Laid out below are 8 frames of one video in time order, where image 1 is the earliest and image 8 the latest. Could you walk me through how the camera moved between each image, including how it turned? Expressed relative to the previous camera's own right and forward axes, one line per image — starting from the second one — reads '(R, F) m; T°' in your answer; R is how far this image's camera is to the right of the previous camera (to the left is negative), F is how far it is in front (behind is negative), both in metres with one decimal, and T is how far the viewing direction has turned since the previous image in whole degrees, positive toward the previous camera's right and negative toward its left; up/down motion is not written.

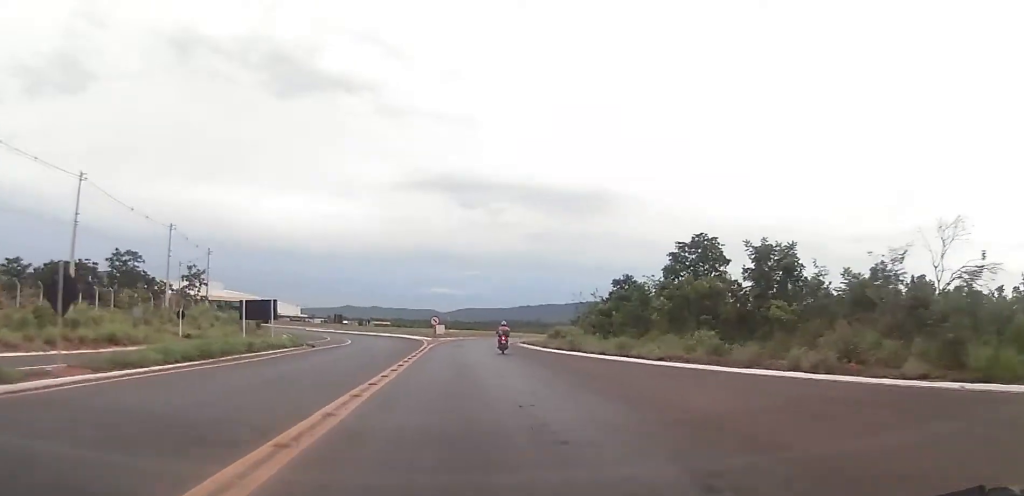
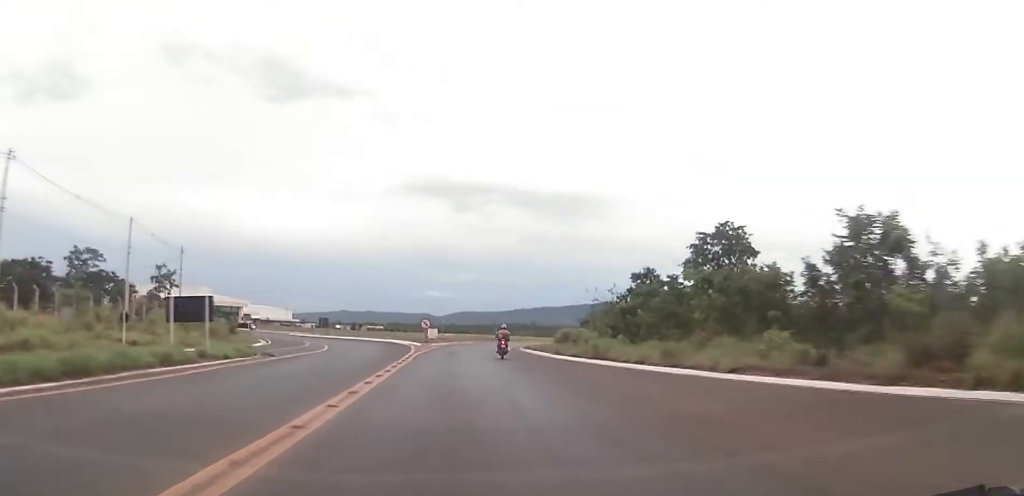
(-0.2, +8.8) m; 0°
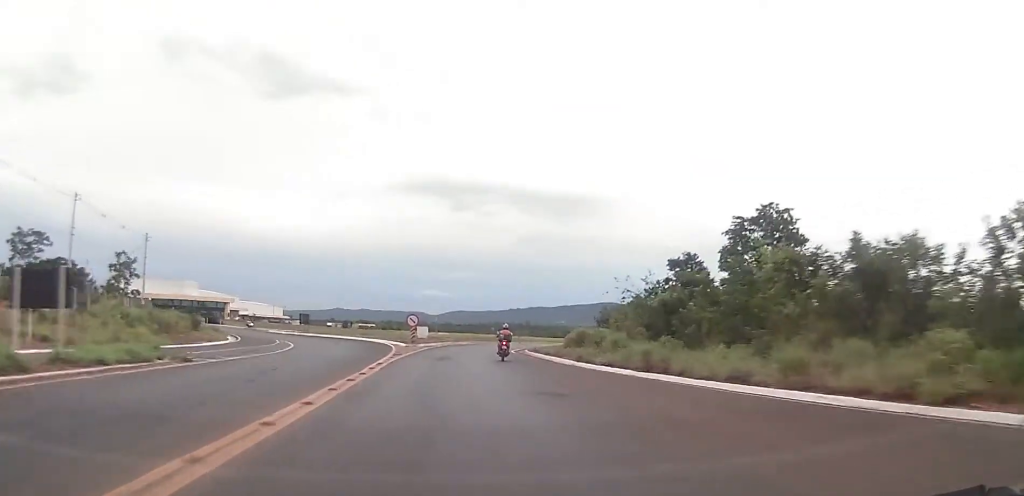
(+0.3, +10.0) m; 0°
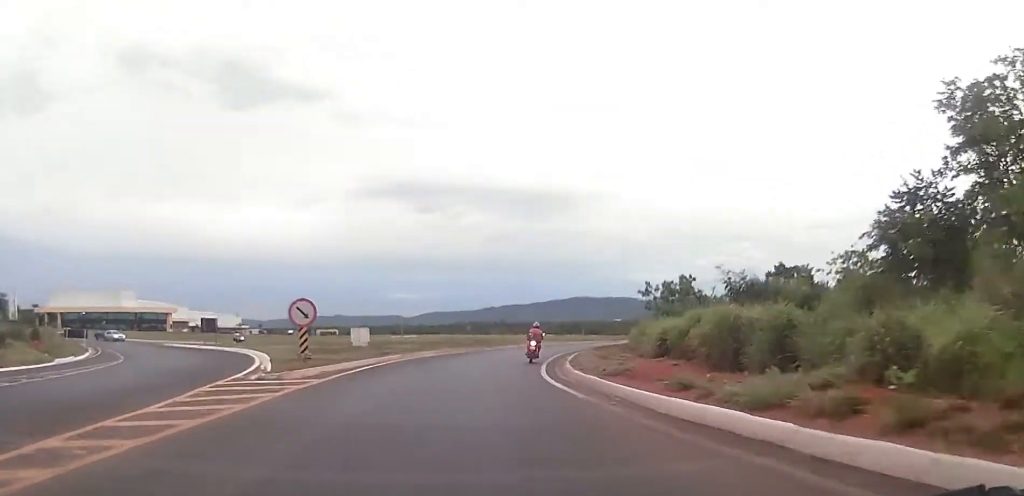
(0.0, +30.2) m; +2°
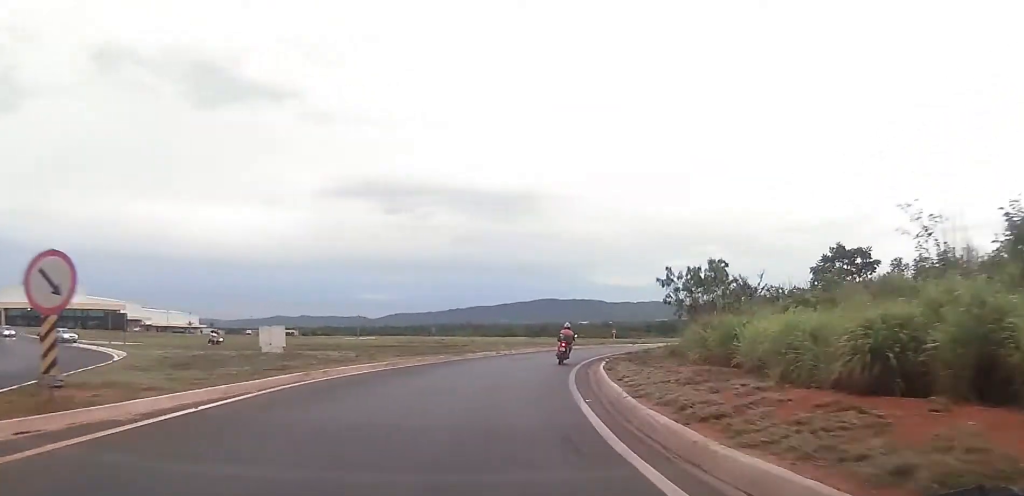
(+0.7, +14.1) m; +5°
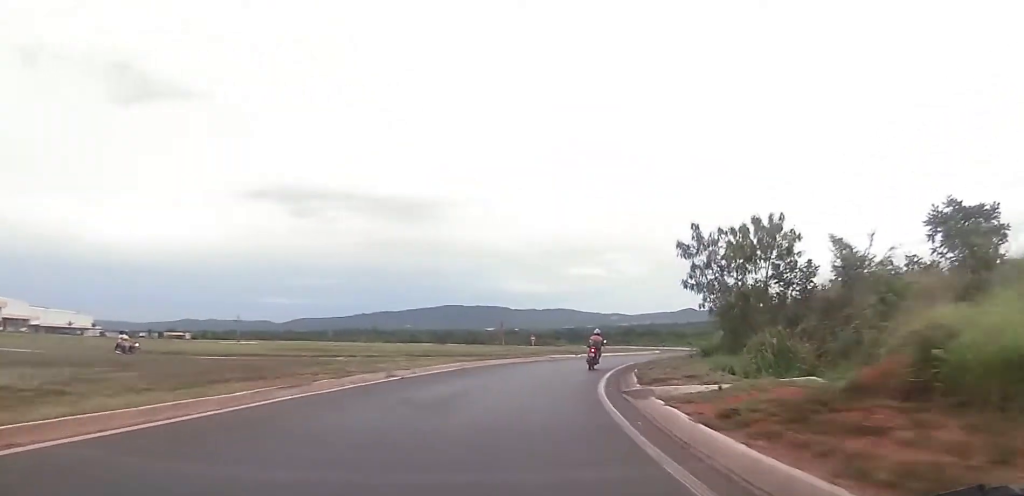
(+0.9, +18.7) m; +5°
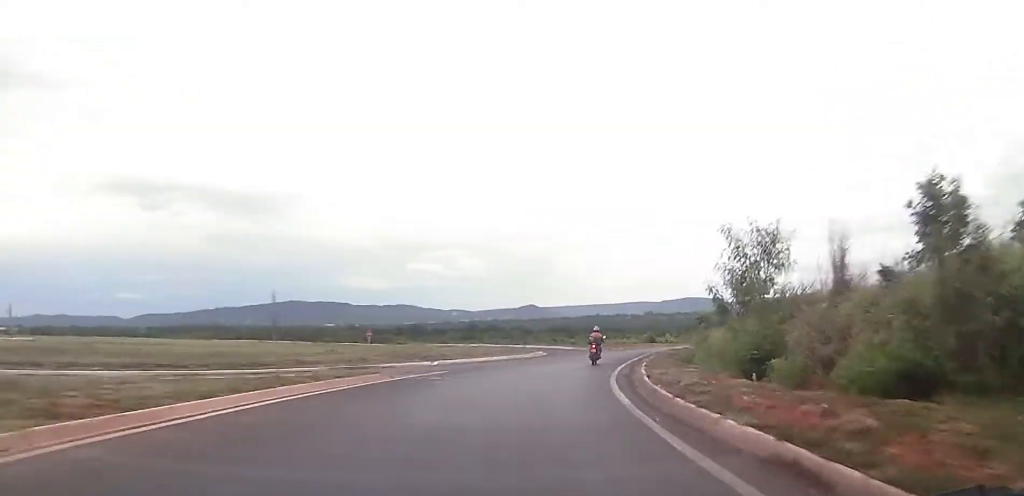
(+2.2, +23.2) m; +13°
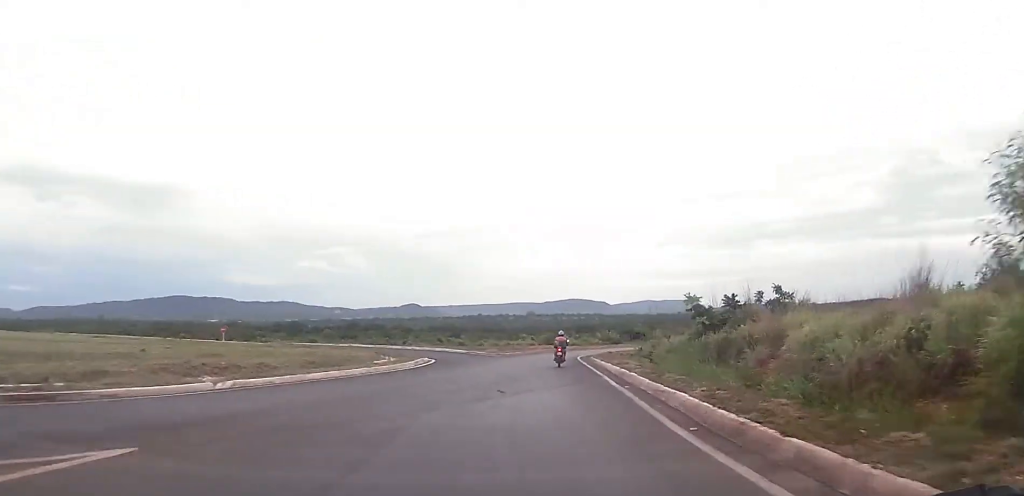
(+1.3, +17.4) m; +9°
